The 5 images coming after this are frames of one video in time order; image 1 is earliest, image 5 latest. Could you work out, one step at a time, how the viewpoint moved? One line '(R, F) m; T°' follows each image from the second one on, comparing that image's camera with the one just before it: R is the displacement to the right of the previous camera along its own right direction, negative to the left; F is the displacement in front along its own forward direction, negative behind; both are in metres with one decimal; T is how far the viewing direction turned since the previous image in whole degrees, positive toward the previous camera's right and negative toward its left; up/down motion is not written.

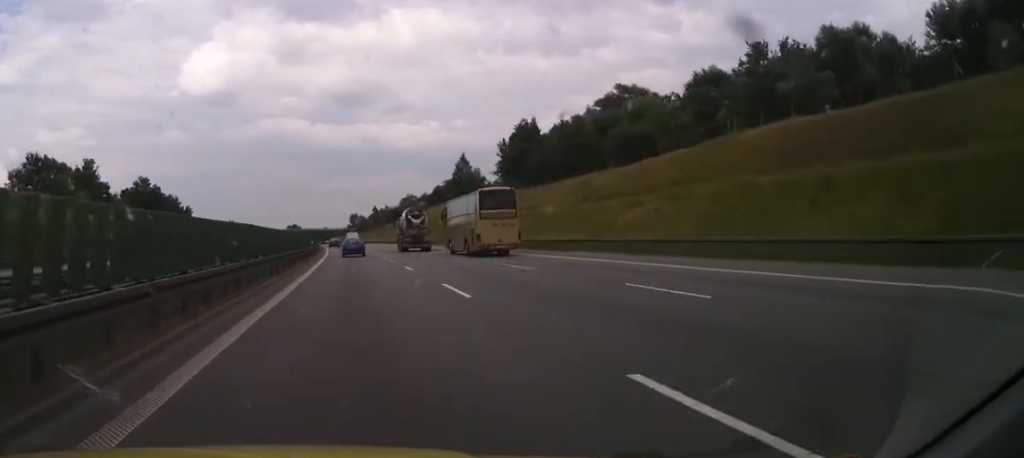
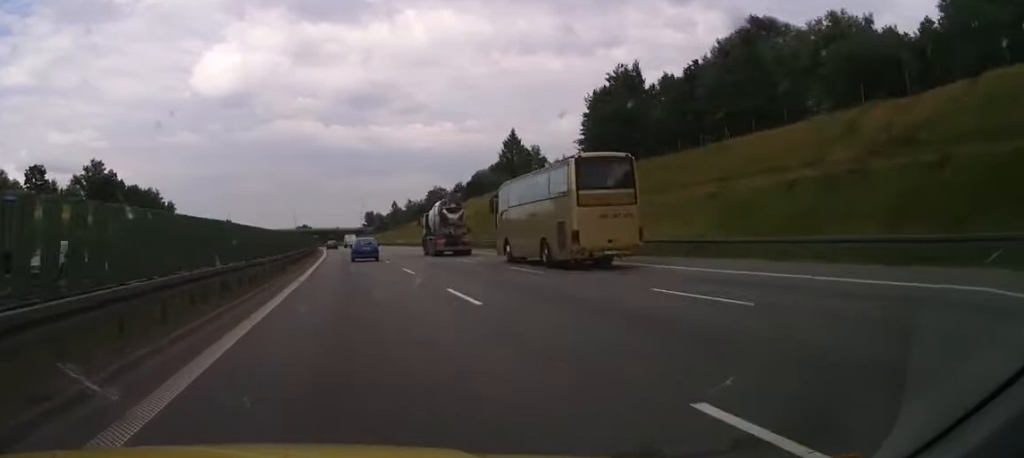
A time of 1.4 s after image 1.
(+0.2, +48.4) m; -1°
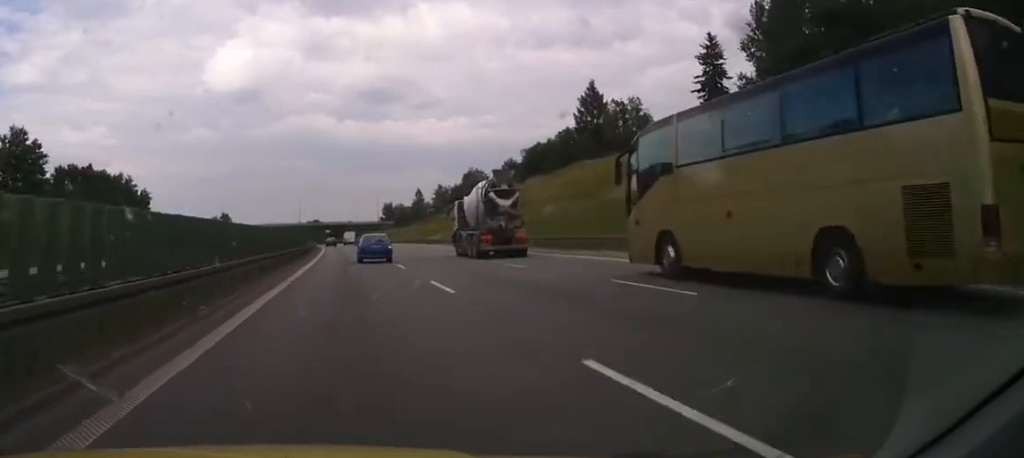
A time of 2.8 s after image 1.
(-1.0, +44.9) m; -2°
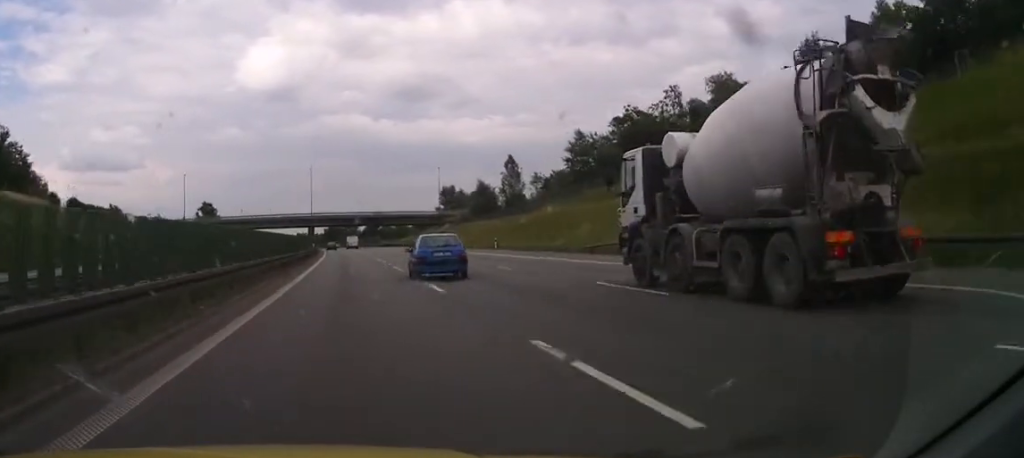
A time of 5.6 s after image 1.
(-1.1, +96.3) m; -2°
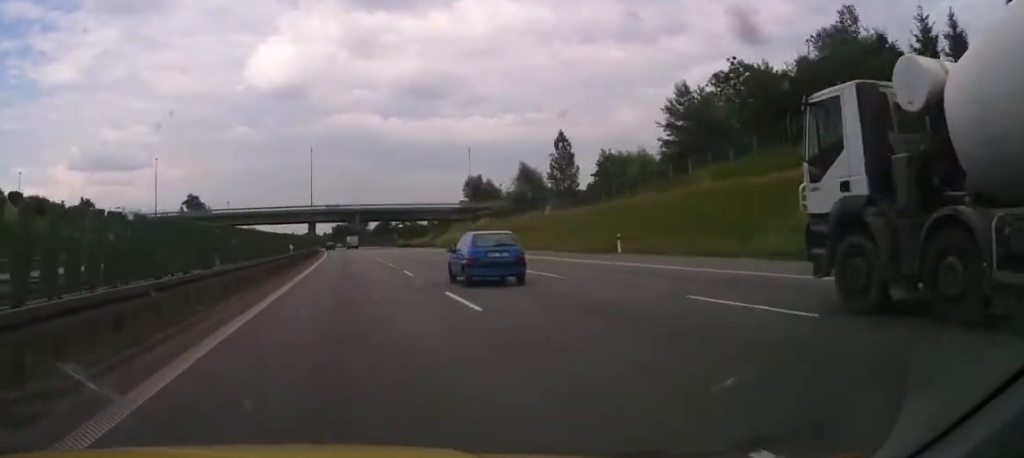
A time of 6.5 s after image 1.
(-0.4, +28.9) m; -1°
